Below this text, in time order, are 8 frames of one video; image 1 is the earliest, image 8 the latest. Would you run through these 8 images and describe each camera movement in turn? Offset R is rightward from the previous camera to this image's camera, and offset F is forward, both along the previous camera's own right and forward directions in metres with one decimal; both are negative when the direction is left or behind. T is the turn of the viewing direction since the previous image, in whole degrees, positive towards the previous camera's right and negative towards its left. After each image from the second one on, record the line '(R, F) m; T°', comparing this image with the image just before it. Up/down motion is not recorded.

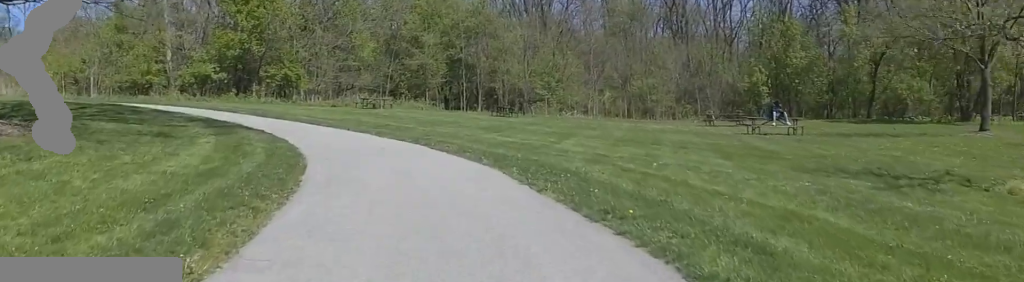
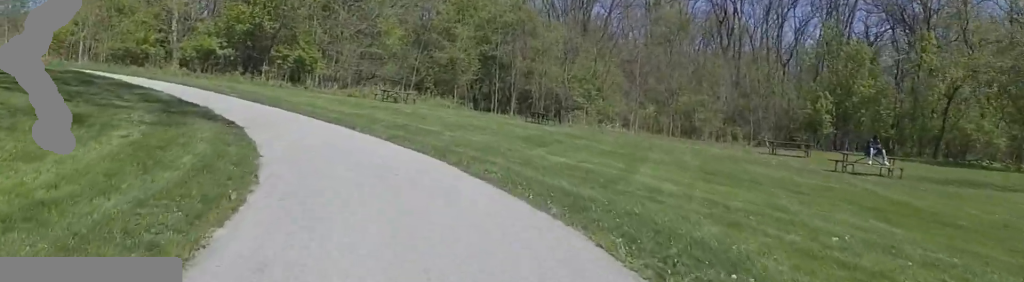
(+0.9, +4.1) m; -1°
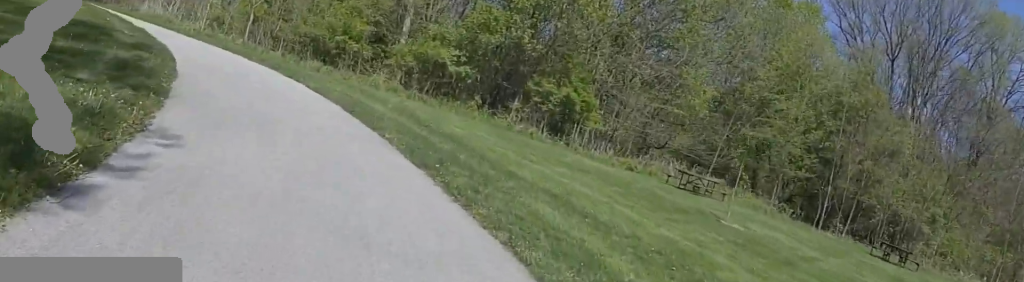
(-3.4, +10.8) m; -36°
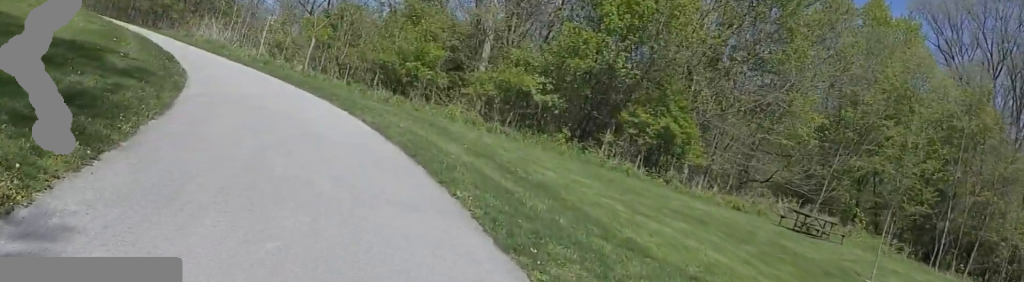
(-0.7, +2.3) m; -5°
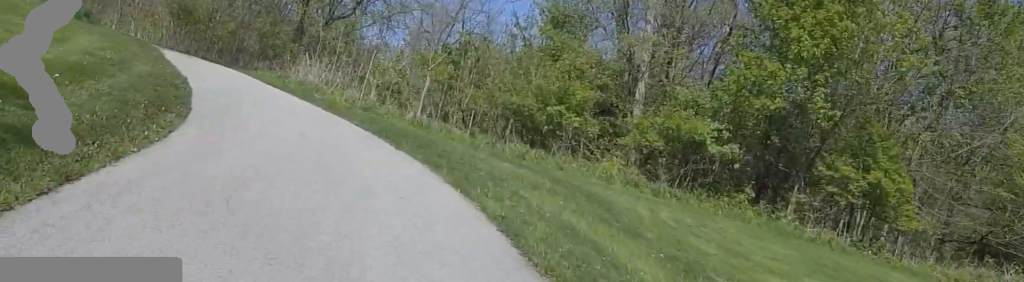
(-0.6, +4.1) m; -9°
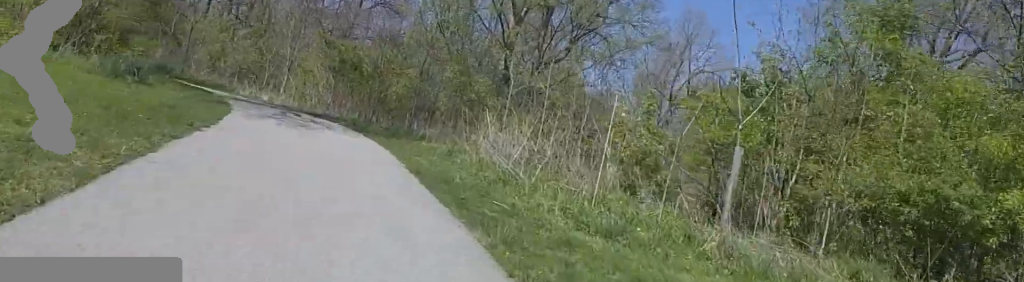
(-1.0, +7.5) m; -9°
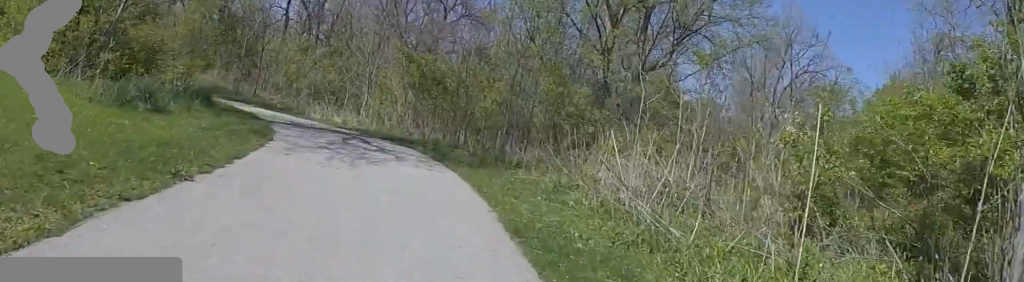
(+0.2, +2.5) m; -1°
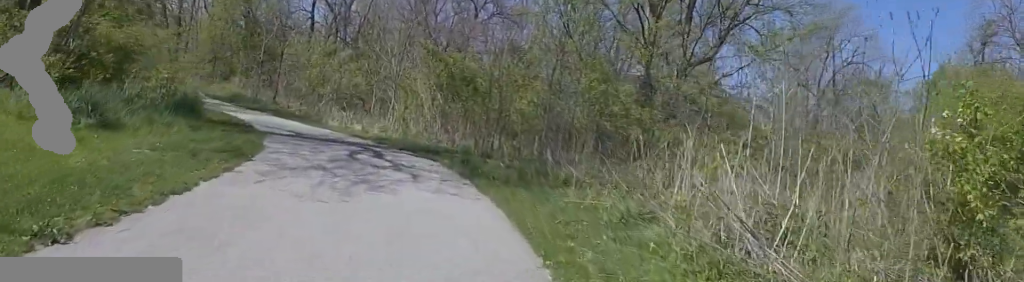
(+0.6, +1.9) m; 0°
